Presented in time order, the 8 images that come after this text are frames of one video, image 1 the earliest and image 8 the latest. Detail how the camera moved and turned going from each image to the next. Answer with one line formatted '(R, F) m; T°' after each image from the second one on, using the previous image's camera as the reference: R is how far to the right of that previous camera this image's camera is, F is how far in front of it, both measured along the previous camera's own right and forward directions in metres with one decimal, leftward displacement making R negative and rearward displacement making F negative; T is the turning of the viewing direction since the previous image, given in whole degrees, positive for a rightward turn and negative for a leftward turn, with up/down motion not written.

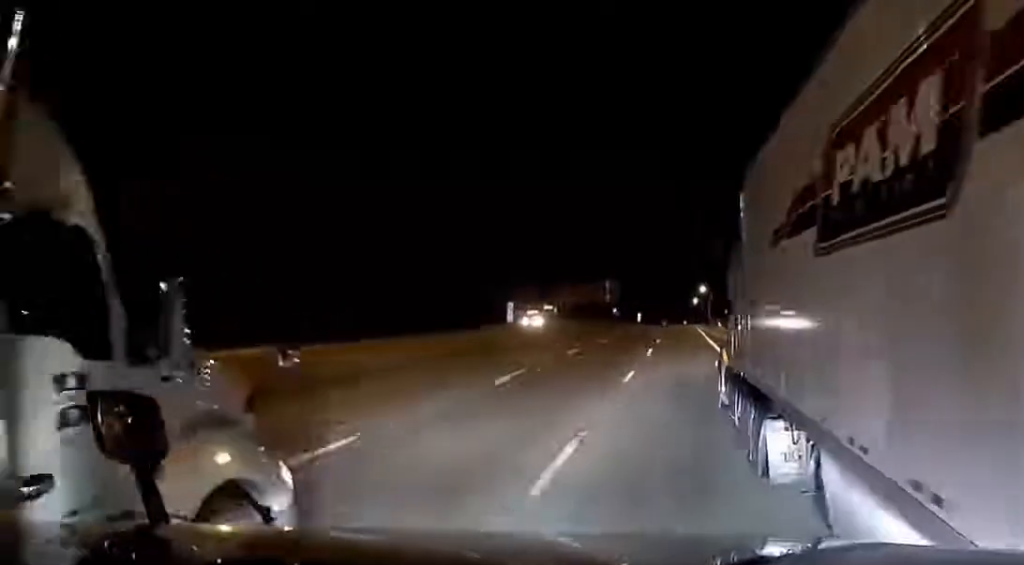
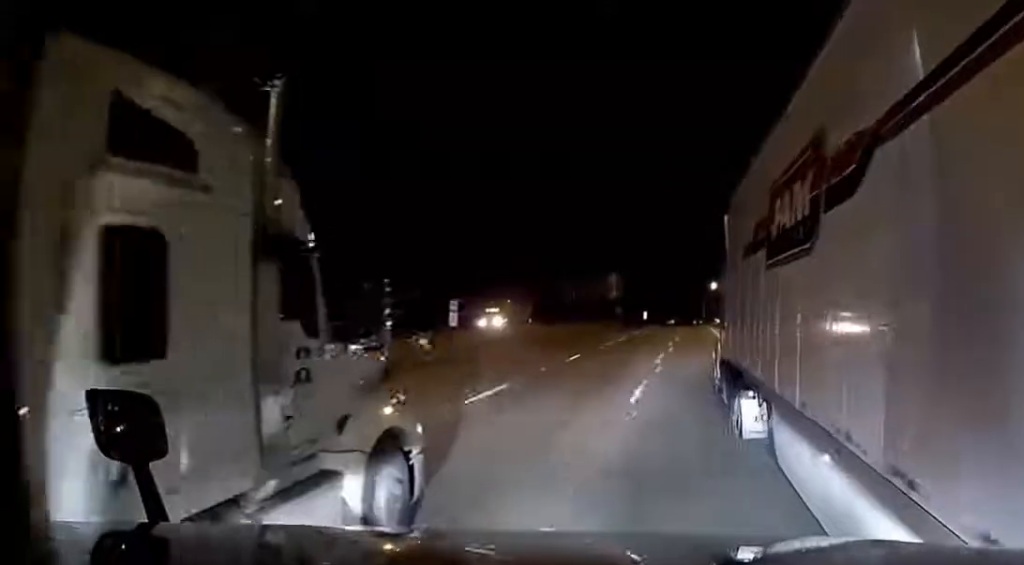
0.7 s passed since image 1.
(0.0, +16.4) m; 0°
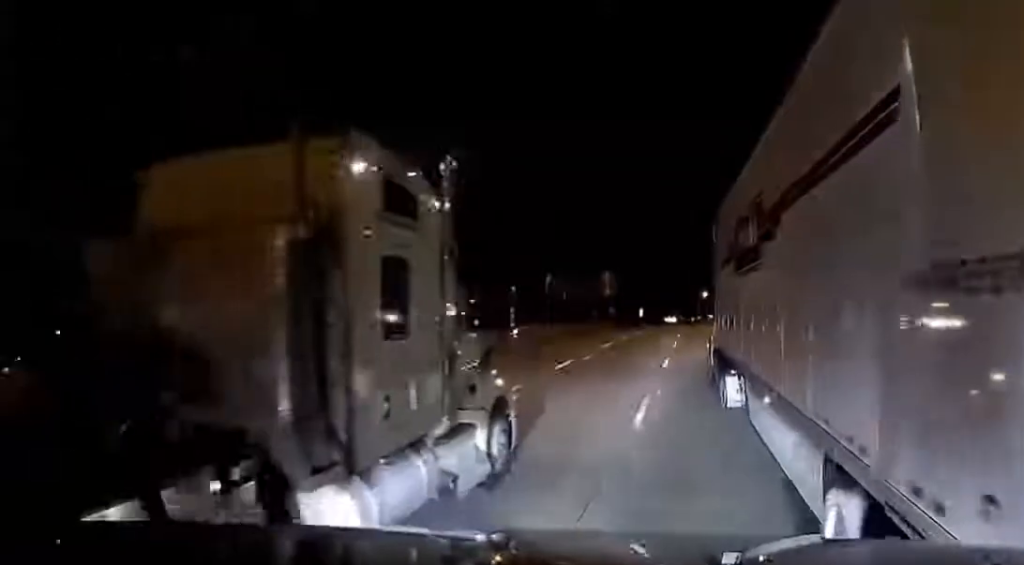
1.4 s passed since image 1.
(-0.1, +15.3) m; +1°
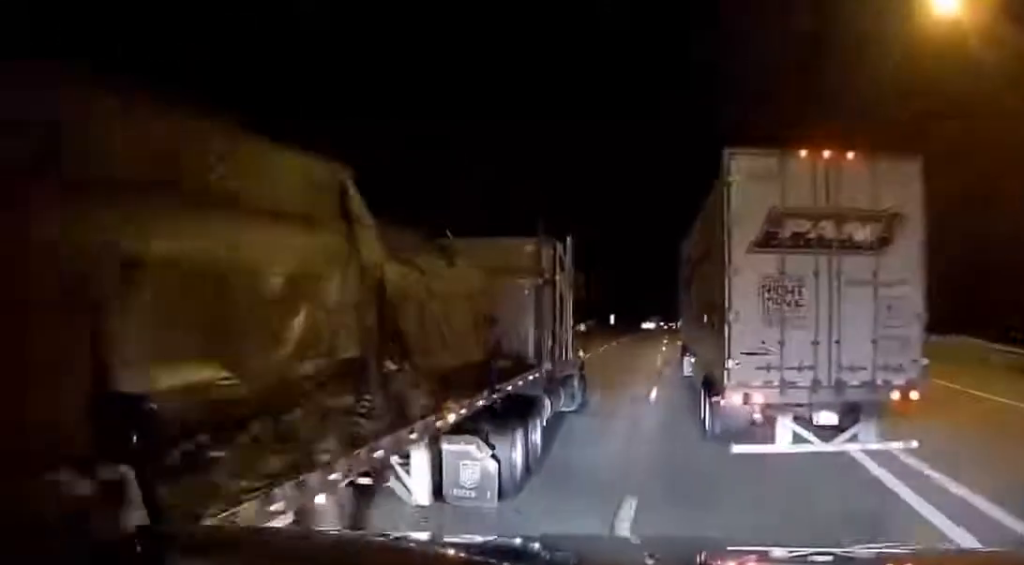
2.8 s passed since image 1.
(+0.9, +32.9) m; +2°
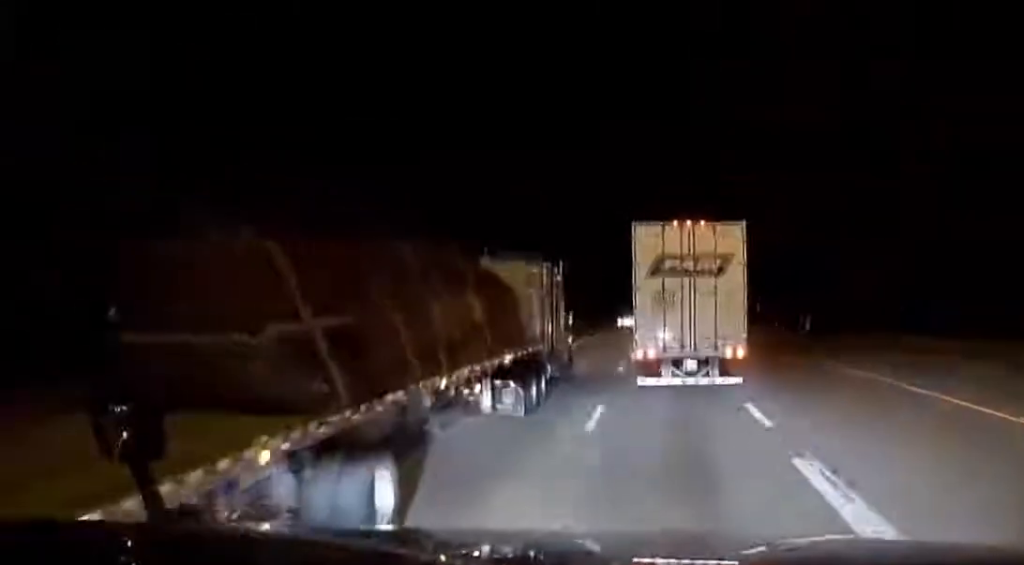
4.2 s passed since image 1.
(0.0, +29.5) m; 0°
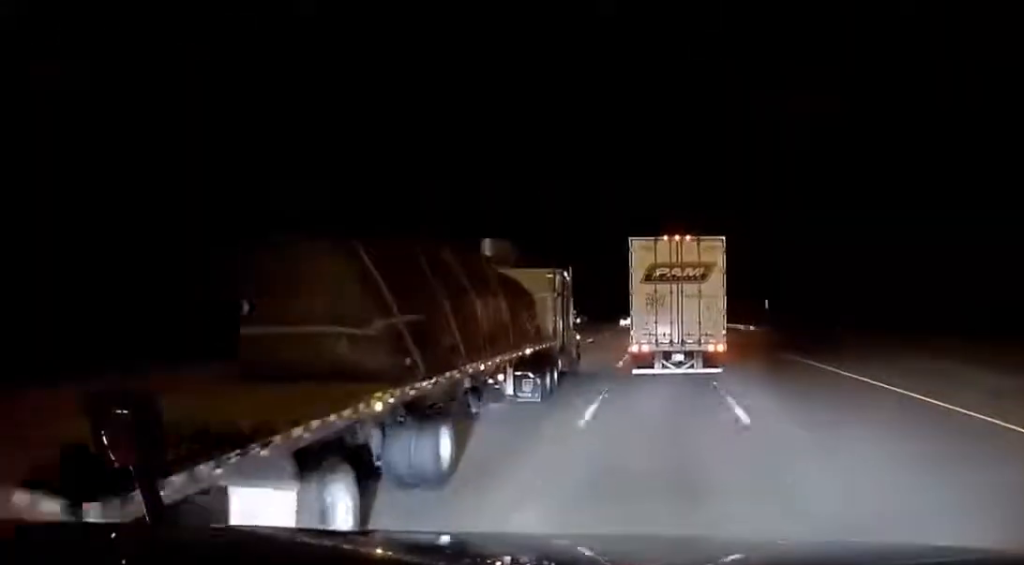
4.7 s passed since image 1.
(0.0, +11.8) m; 0°
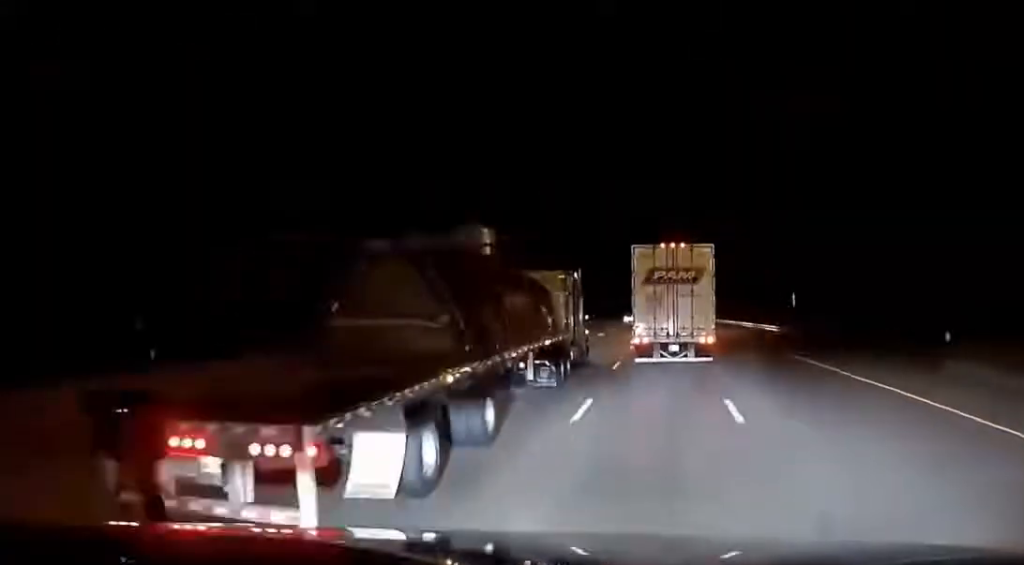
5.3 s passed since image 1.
(0.0, +12.5) m; 0°
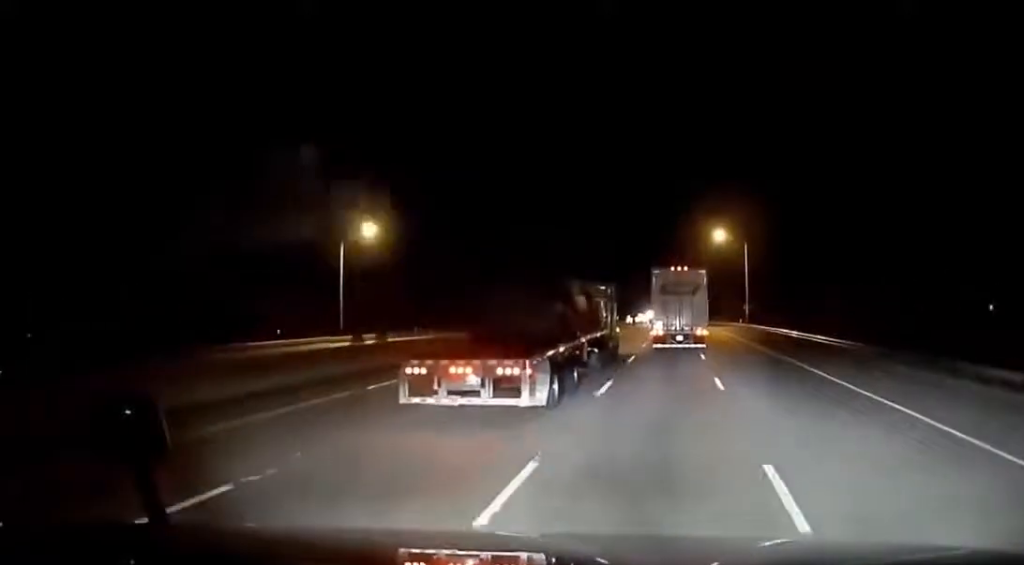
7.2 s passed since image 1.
(0.0, +43.9) m; 0°
